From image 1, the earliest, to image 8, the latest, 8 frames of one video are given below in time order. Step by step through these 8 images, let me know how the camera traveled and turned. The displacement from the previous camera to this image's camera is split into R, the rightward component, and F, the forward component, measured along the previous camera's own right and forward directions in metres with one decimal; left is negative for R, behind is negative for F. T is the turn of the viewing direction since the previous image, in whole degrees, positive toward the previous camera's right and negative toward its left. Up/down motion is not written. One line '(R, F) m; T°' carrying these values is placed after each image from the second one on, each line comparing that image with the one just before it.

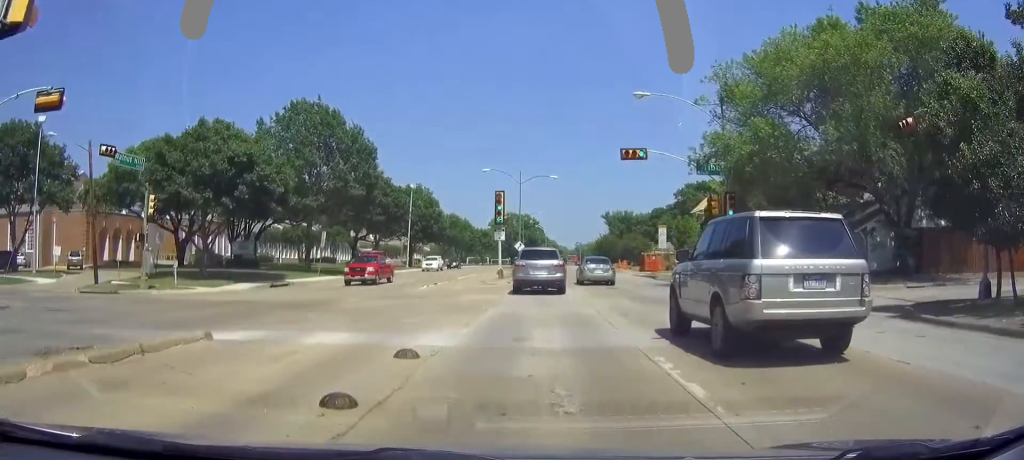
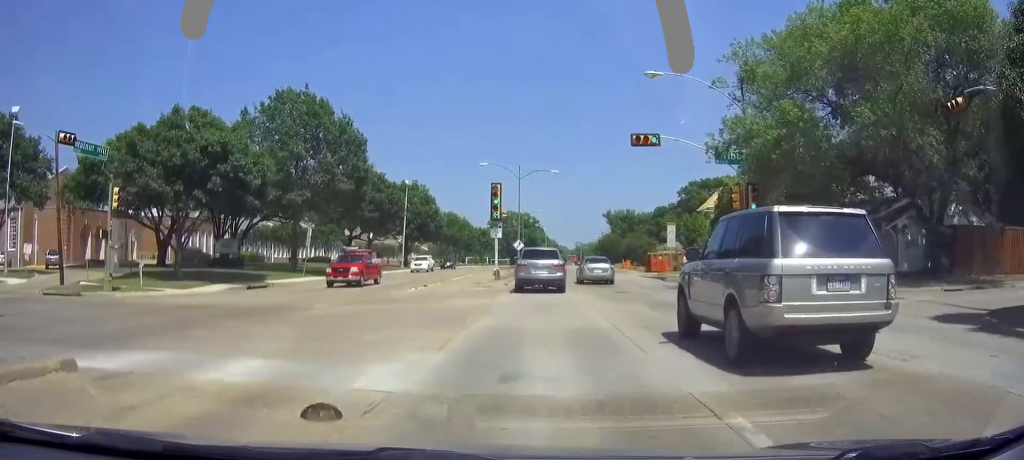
(0.0, +3.0) m; 0°
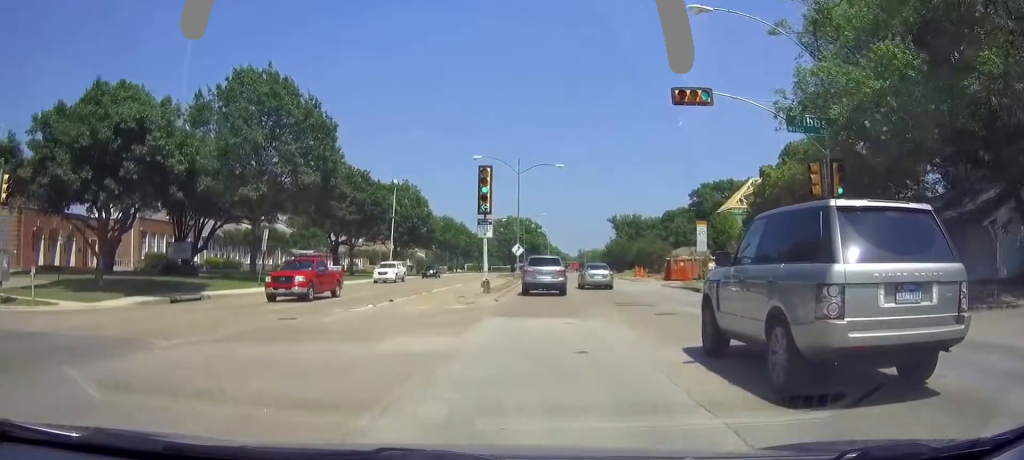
(-0.1, +7.4) m; -1°
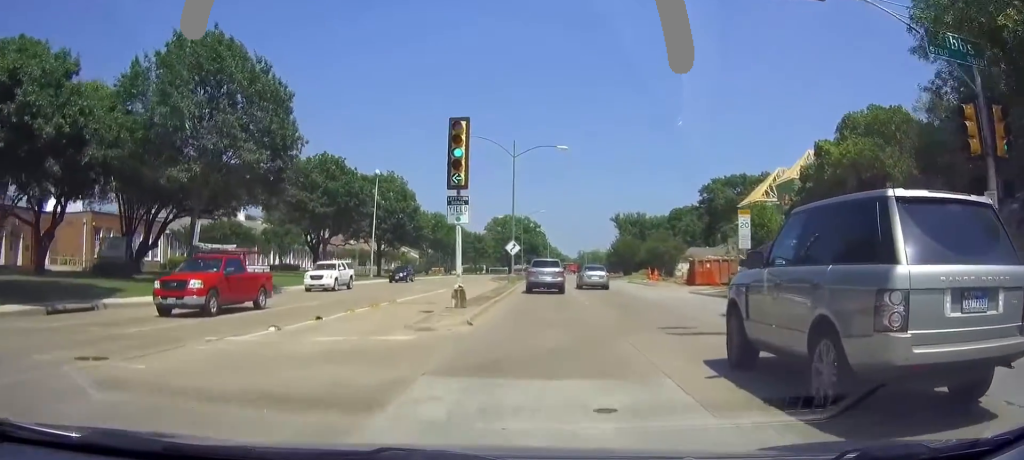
(-0.1, +8.9) m; +1°
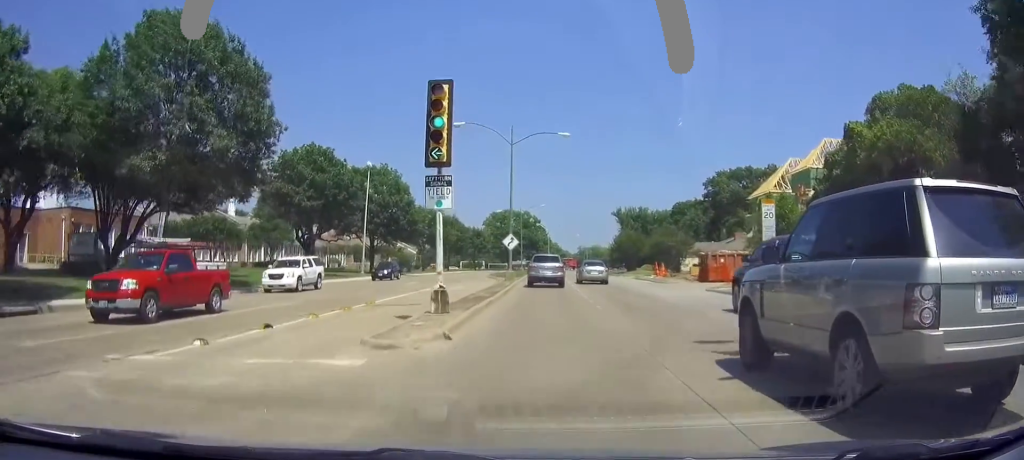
(0.0, +4.0) m; 0°
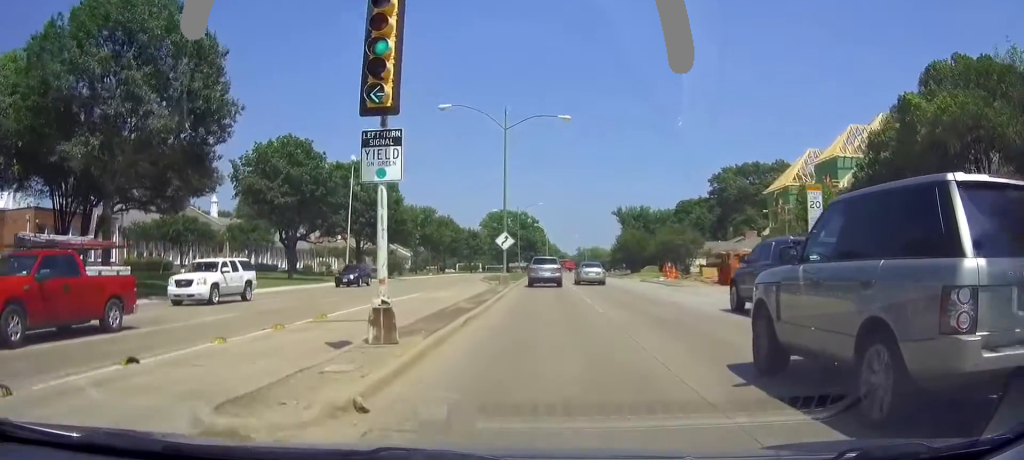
(+0.2, +7.6) m; 0°
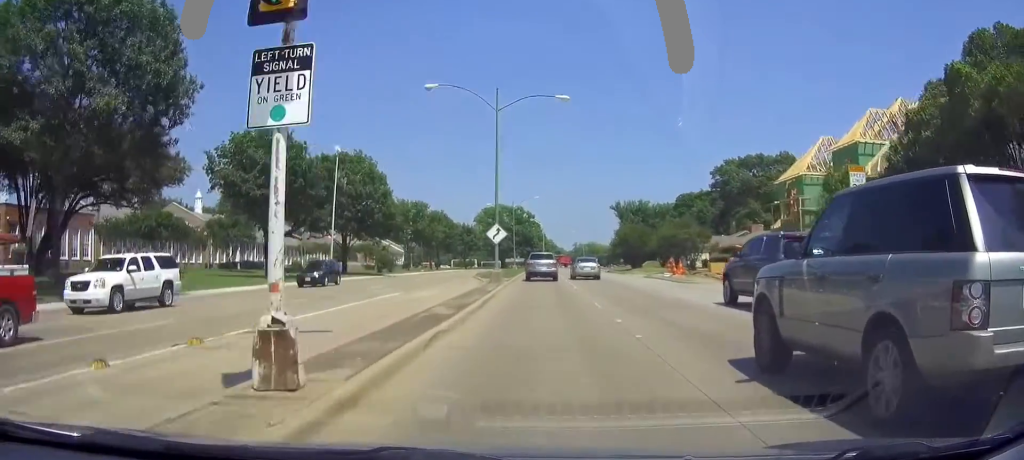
(+0.1, +6.0) m; 0°
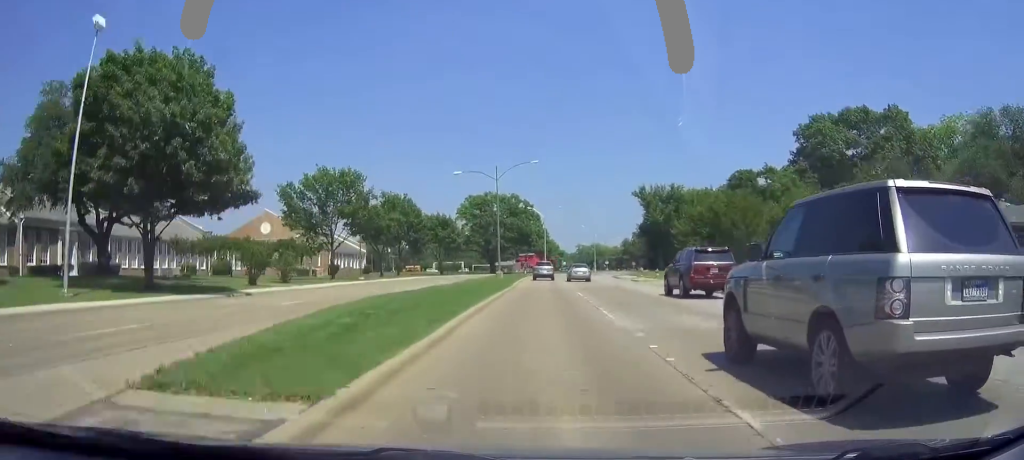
(-0.6, +39.6) m; -1°
